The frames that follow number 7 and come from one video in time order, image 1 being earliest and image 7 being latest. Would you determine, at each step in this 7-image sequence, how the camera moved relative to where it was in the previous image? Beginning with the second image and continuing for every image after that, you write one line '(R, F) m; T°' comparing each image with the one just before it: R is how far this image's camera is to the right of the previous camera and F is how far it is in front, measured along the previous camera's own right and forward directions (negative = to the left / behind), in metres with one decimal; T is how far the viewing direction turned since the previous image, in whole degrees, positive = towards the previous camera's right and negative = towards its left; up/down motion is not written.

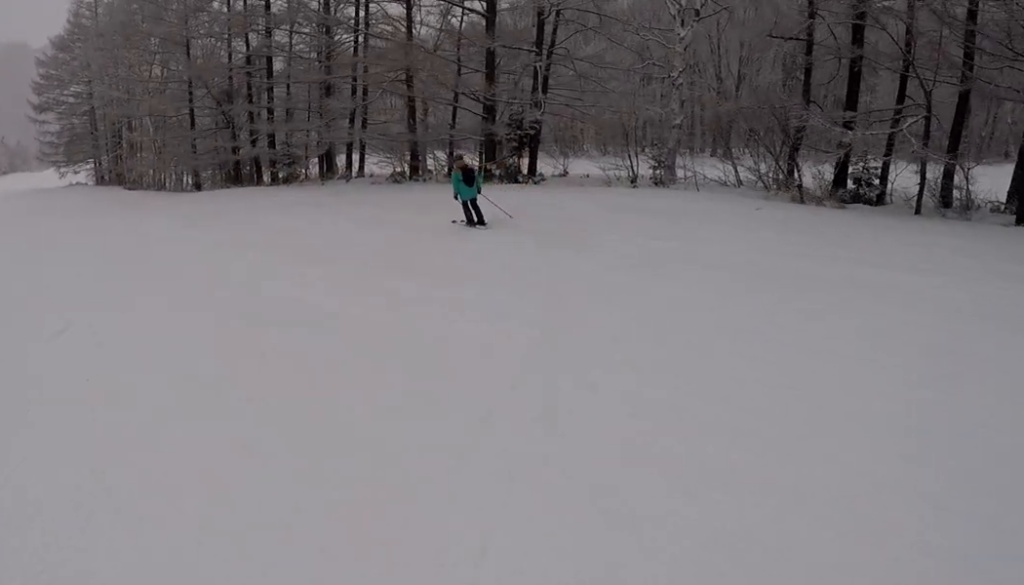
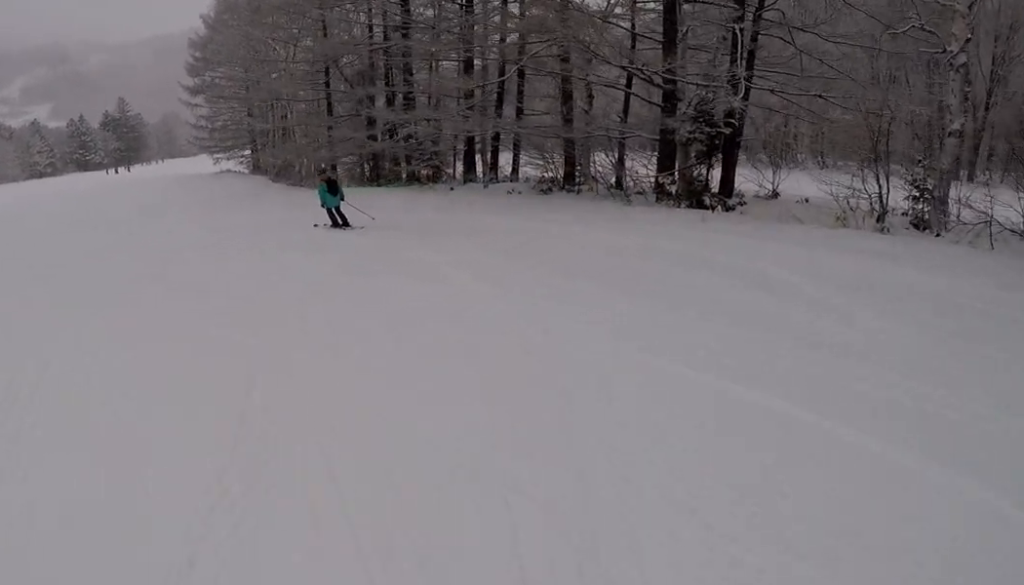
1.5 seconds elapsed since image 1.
(-0.4, +8.9) m; -17°
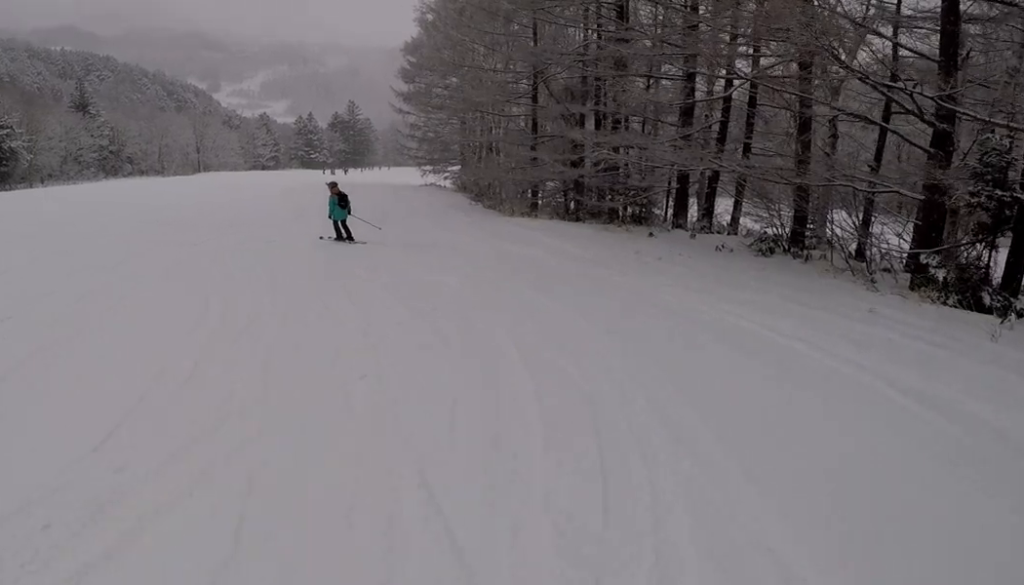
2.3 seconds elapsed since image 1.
(-0.6, +4.6) m; -20°
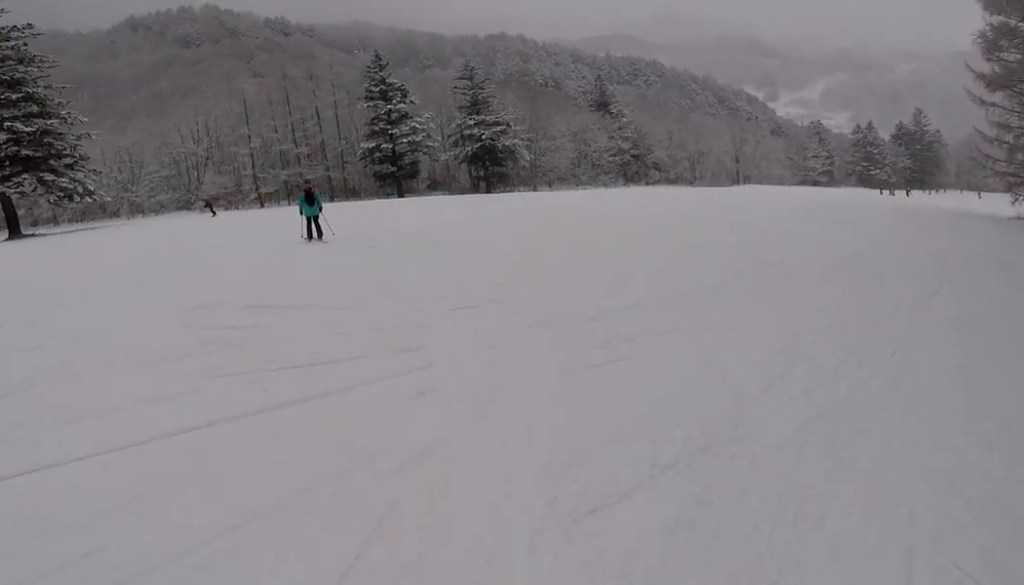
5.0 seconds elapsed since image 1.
(-6.4, +14.8) m; -48°
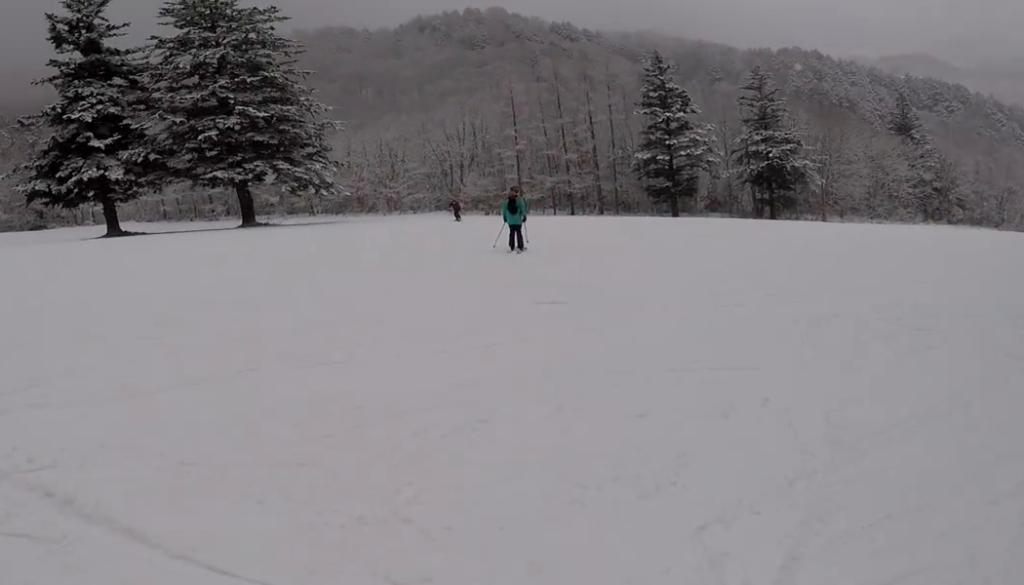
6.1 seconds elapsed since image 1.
(-0.1, +5.6) m; -9°
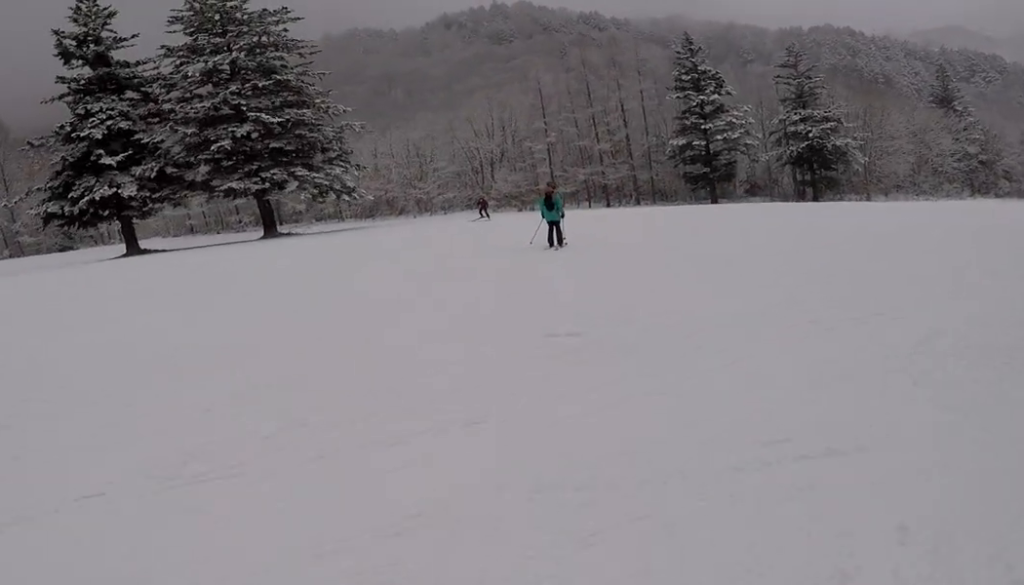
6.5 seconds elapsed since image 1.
(-0.3, +2.1) m; -6°
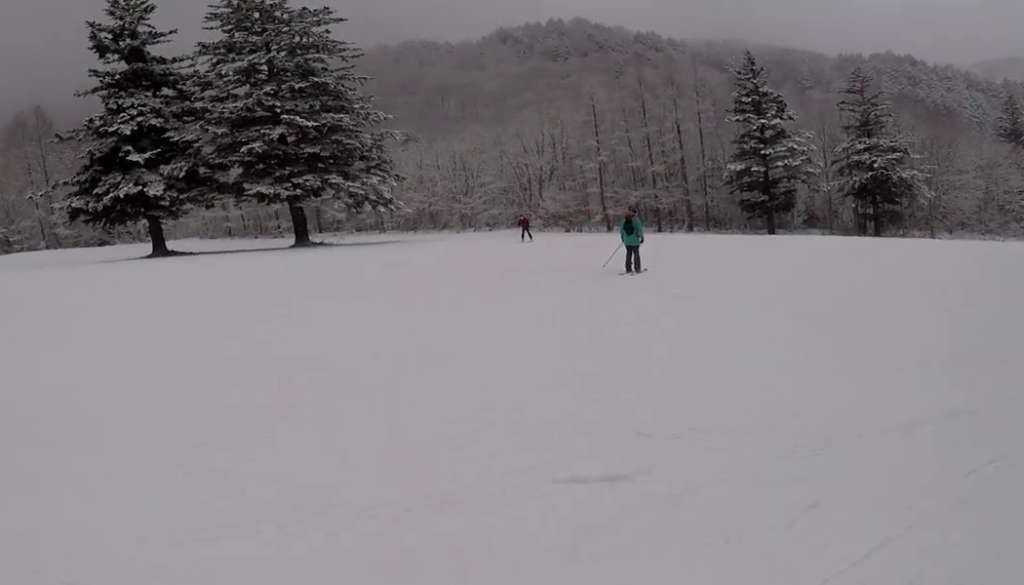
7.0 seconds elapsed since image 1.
(-0.1, +3.0) m; -8°
